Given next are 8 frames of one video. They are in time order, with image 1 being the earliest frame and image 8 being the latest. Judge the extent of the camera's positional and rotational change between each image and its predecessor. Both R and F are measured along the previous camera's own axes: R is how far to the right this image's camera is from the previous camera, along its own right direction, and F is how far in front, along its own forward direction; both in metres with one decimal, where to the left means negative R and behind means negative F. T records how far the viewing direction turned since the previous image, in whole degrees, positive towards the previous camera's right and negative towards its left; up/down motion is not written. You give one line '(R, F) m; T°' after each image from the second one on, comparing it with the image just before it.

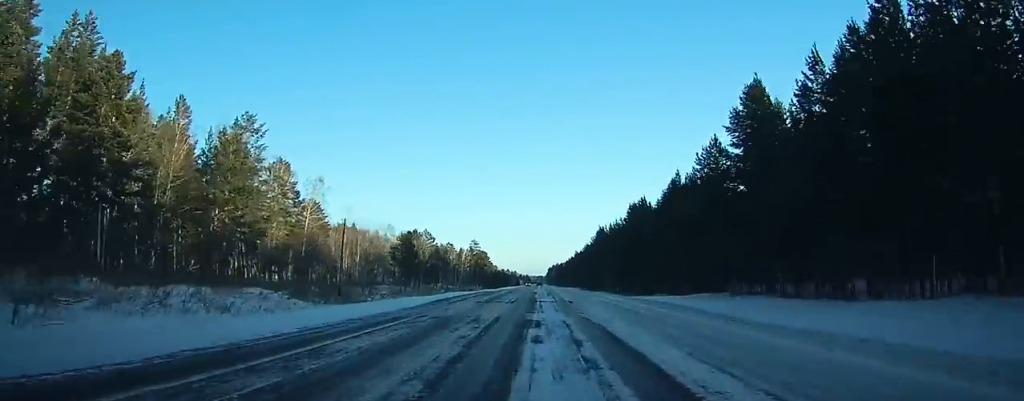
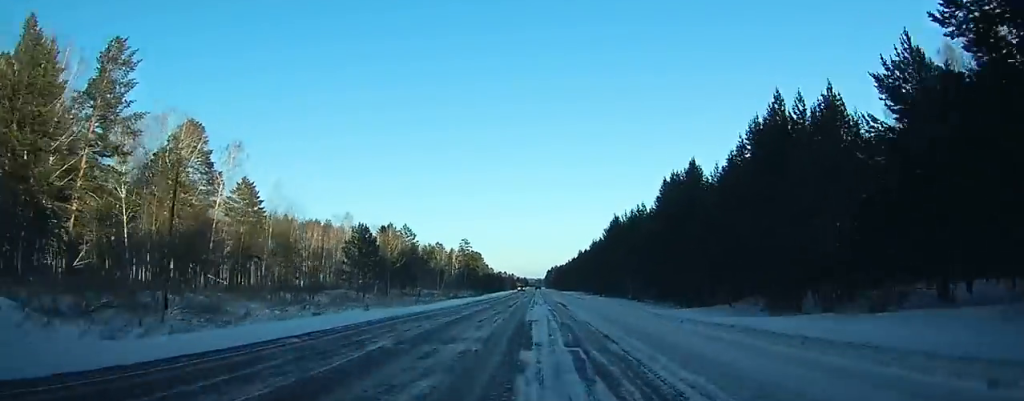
(0.0, +32.2) m; 0°
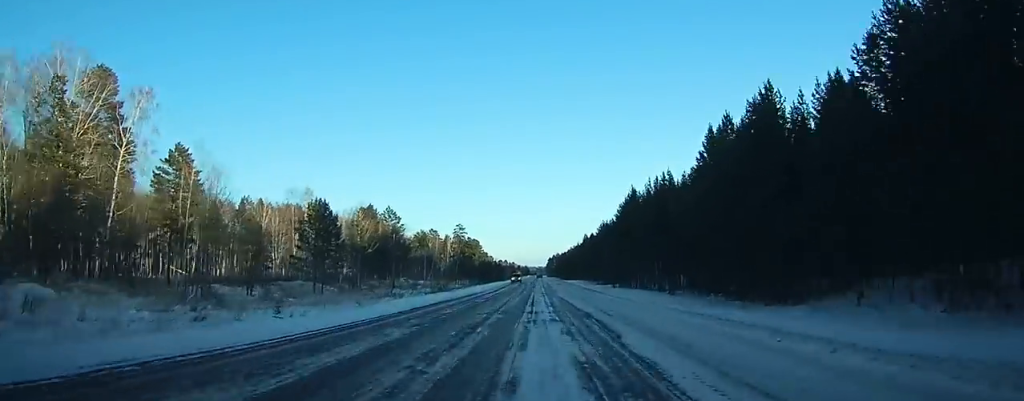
(0.0, +21.6) m; 0°
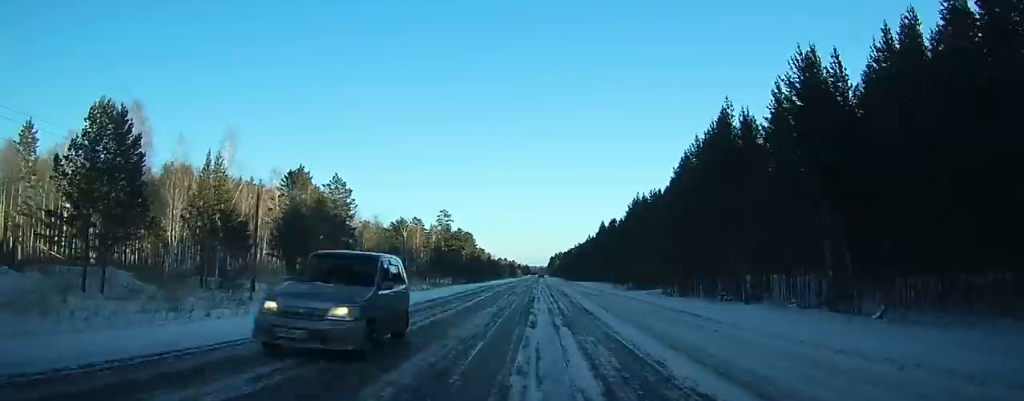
(-0.1, +46.7) m; 0°
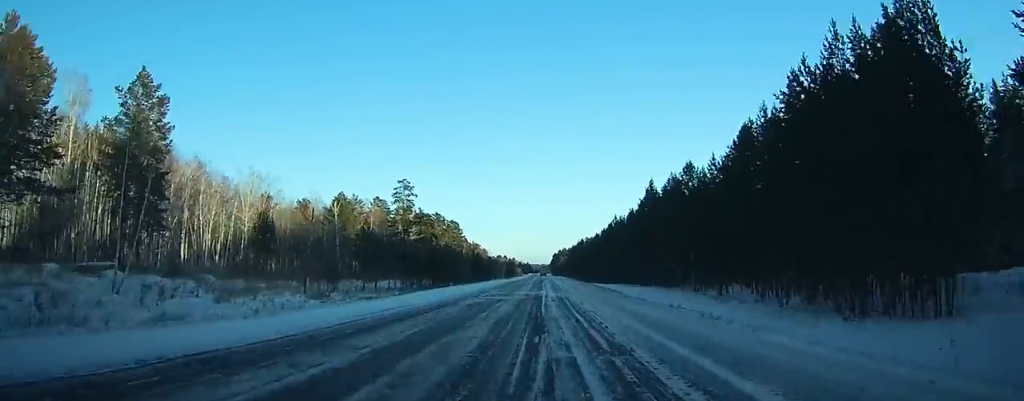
(+0.1, +64.6) m; 0°
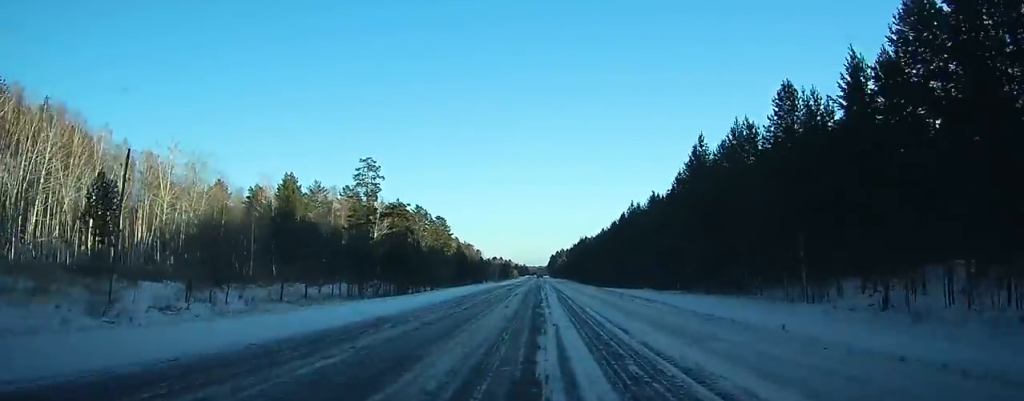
(-0.1, +28.6) m; 0°
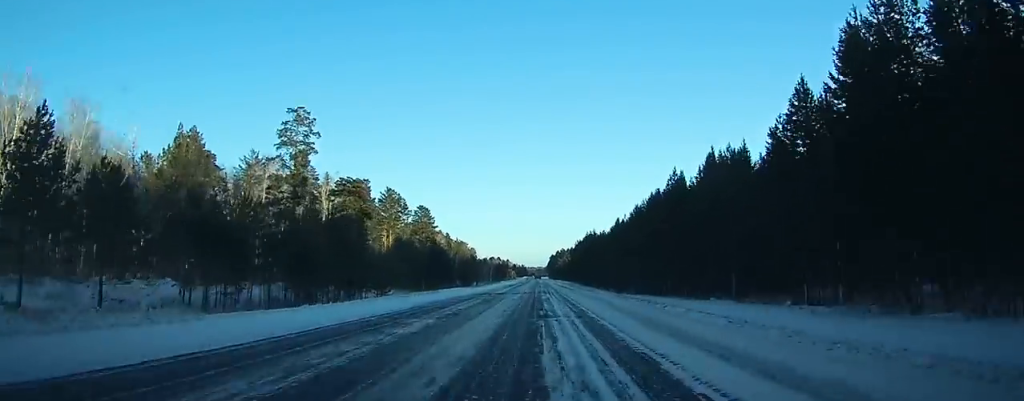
(-0.1, +35.1) m; 0°
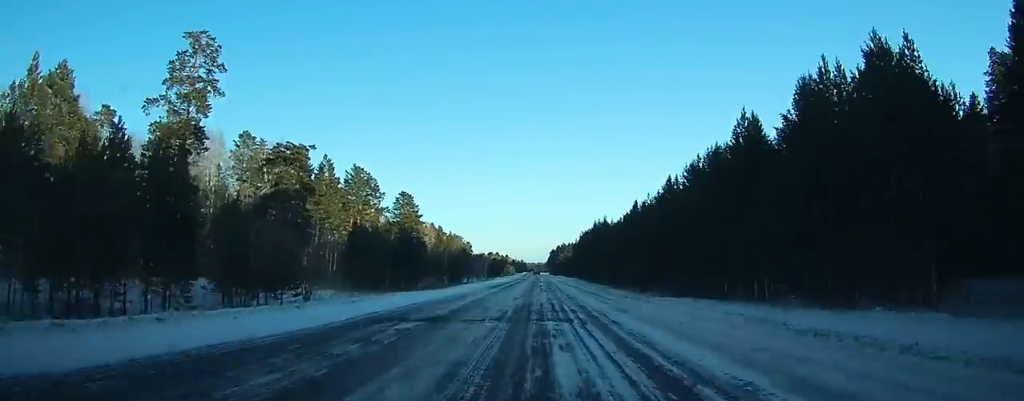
(0.0, +27.2) m; 0°
